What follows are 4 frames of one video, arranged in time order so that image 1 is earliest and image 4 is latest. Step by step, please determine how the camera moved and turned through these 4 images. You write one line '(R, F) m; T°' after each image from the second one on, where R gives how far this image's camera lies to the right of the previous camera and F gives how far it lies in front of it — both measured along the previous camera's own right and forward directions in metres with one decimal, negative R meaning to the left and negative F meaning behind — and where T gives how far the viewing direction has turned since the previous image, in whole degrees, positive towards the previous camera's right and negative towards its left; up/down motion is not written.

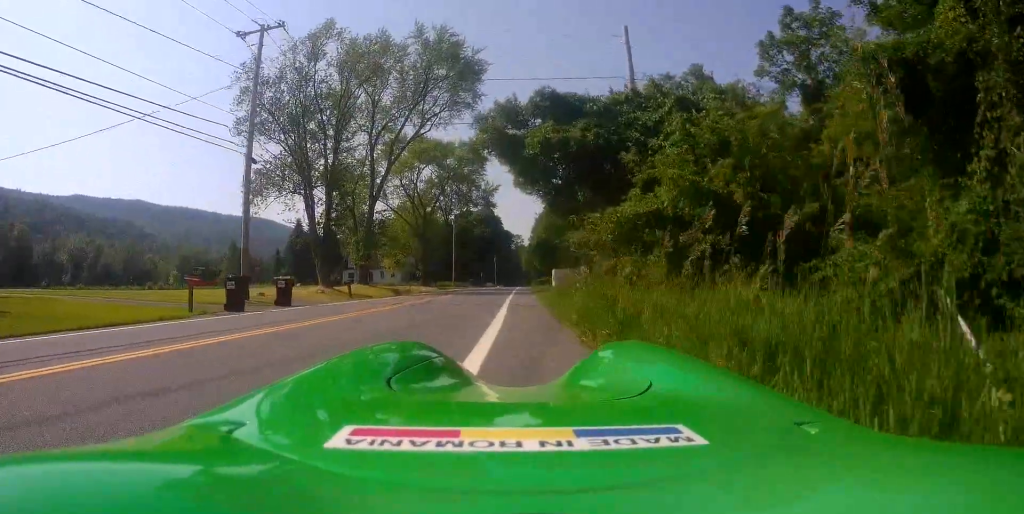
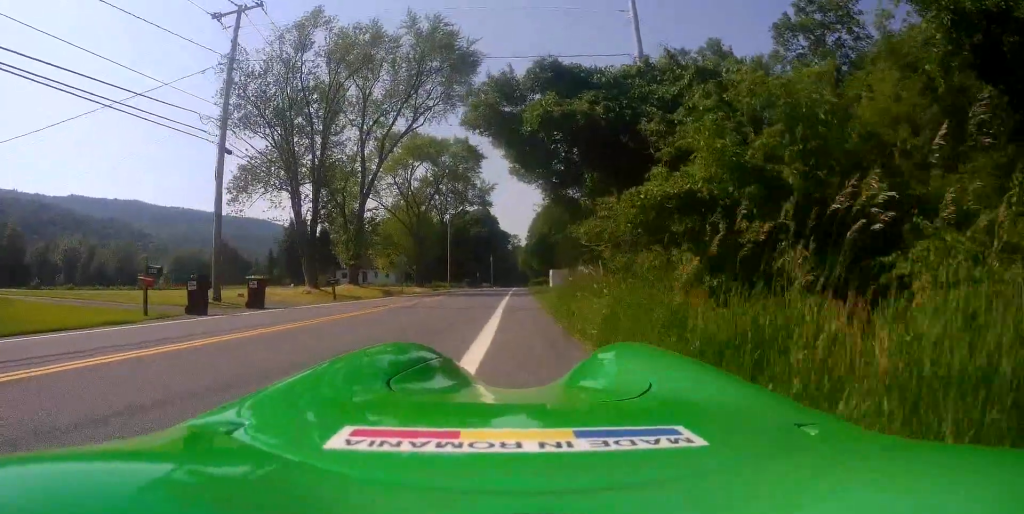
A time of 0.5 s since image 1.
(-0.3, +2.7) m; -2°
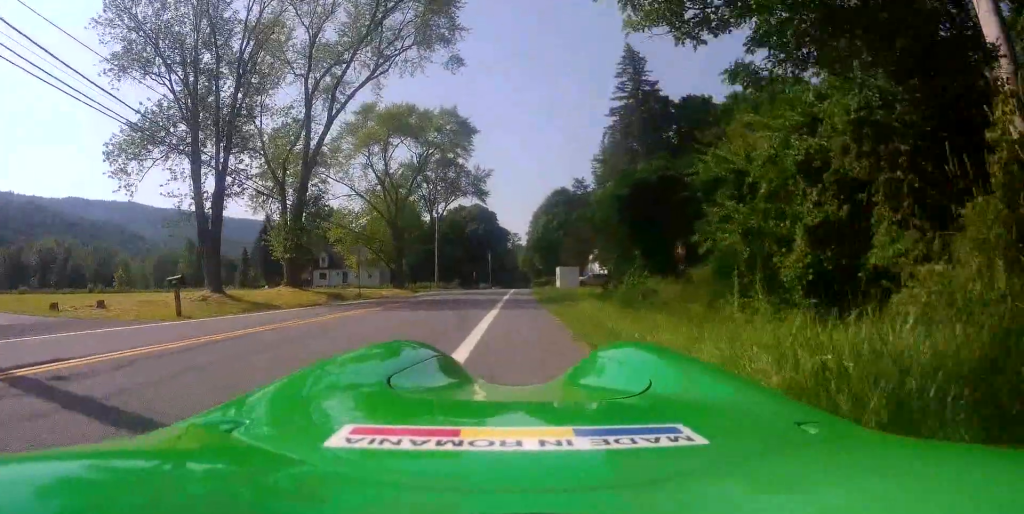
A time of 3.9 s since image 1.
(+1.5, +15.0) m; 0°
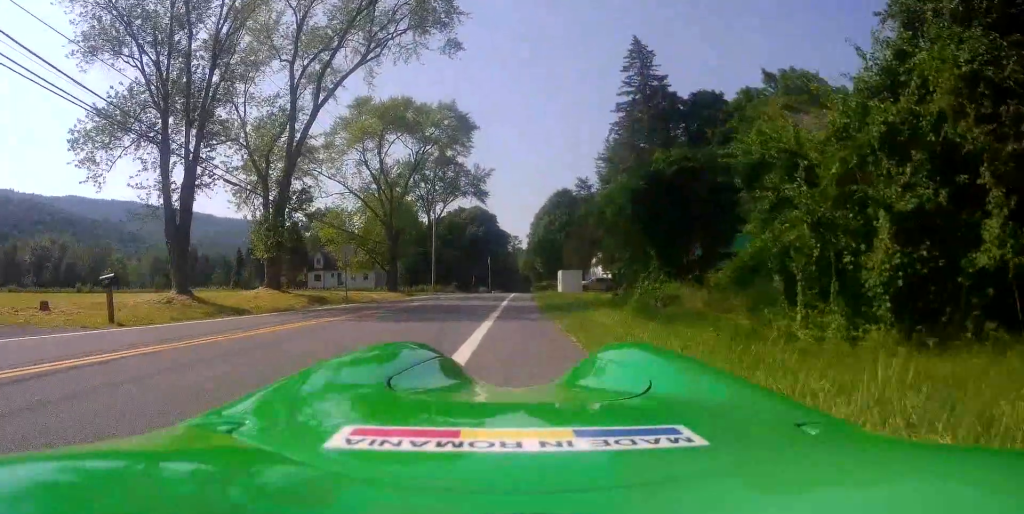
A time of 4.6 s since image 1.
(-0.2, +2.9) m; 0°
